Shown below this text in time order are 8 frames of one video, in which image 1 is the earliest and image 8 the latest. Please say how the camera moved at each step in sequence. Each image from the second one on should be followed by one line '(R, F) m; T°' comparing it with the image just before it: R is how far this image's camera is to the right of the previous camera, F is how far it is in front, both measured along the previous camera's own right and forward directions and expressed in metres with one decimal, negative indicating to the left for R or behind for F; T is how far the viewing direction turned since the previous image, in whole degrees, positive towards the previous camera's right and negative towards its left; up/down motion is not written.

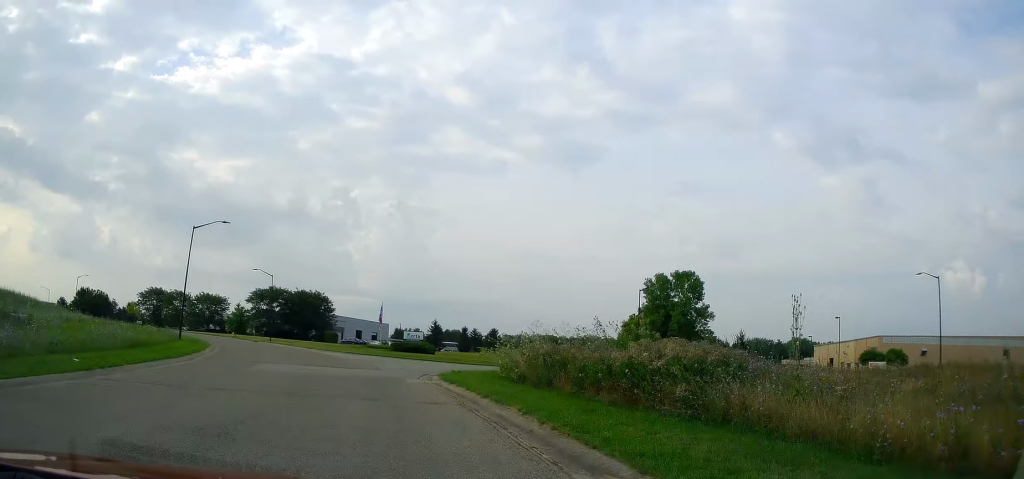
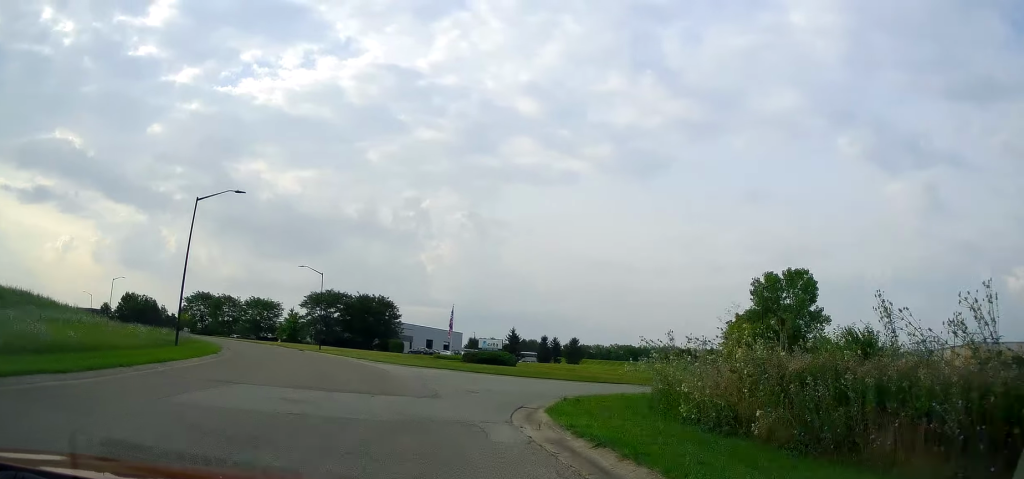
(-0.5, +12.0) m; -3°
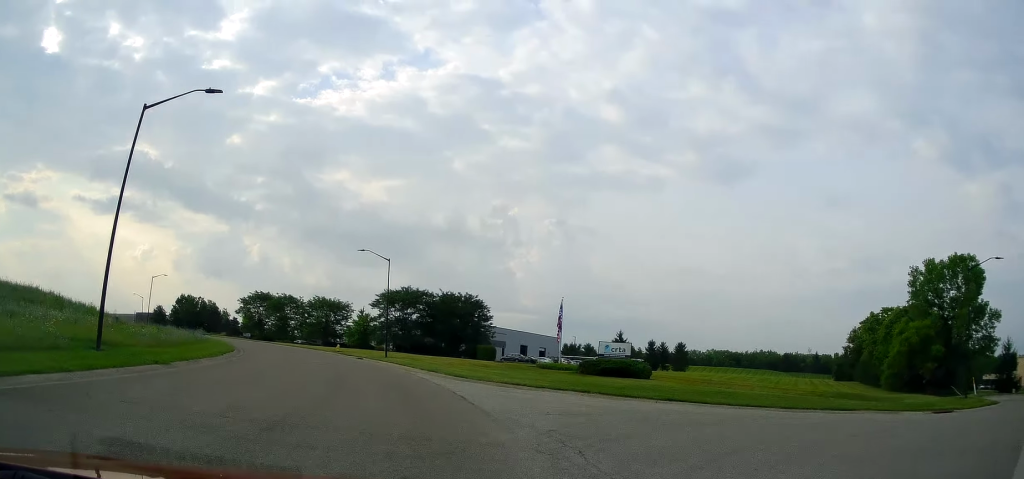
(-1.3, +16.1) m; -10°
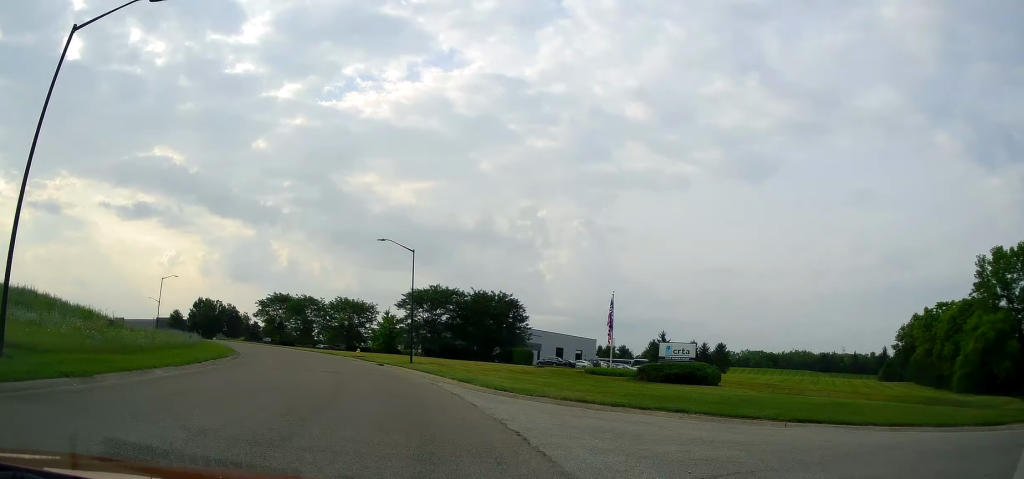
(-0.5, +6.8) m; -3°
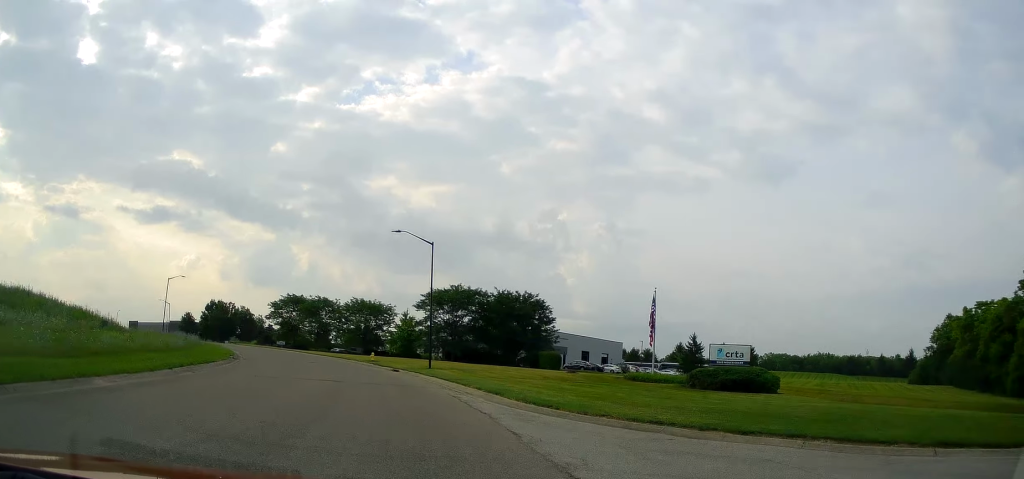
(+0.2, +4.8) m; -2°
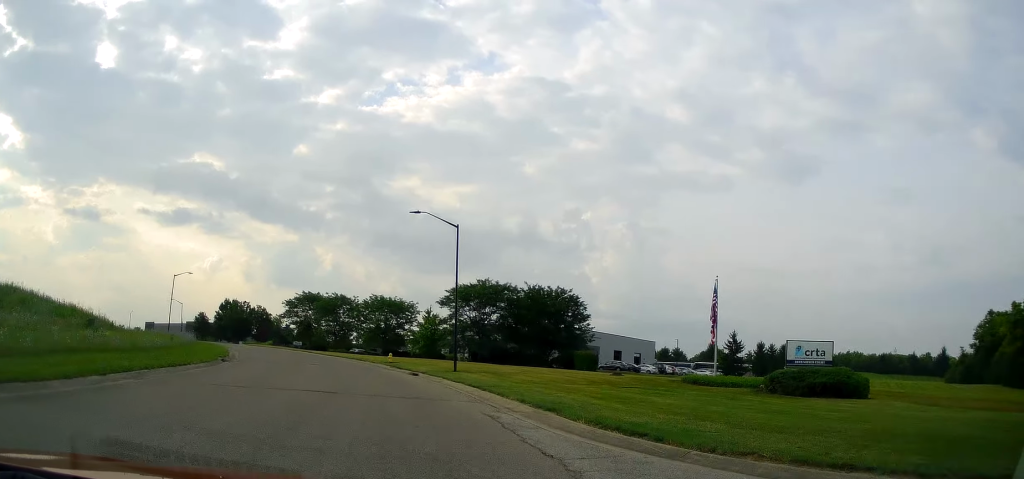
(+0.4, +6.0) m; -2°
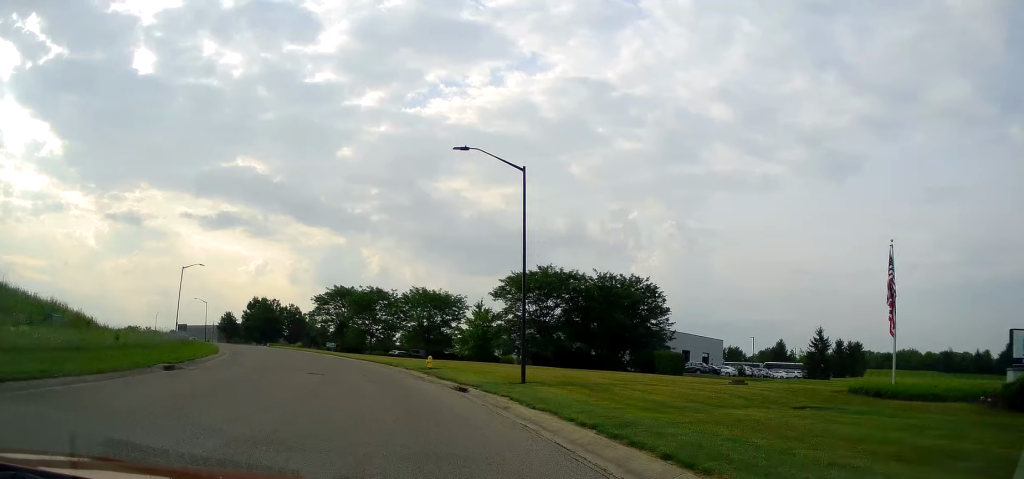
(-1.2, +11.8) m; -6°
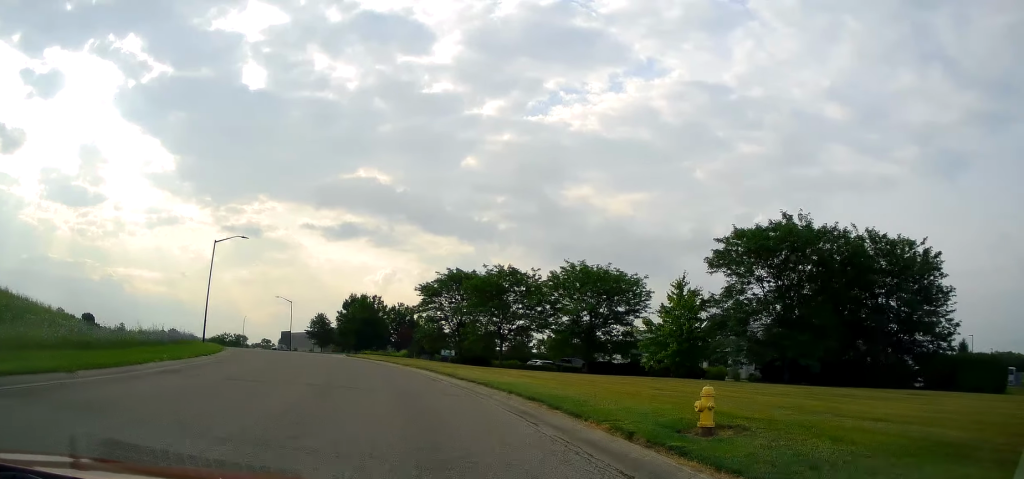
(-2.3, +25.9) m; -15°
